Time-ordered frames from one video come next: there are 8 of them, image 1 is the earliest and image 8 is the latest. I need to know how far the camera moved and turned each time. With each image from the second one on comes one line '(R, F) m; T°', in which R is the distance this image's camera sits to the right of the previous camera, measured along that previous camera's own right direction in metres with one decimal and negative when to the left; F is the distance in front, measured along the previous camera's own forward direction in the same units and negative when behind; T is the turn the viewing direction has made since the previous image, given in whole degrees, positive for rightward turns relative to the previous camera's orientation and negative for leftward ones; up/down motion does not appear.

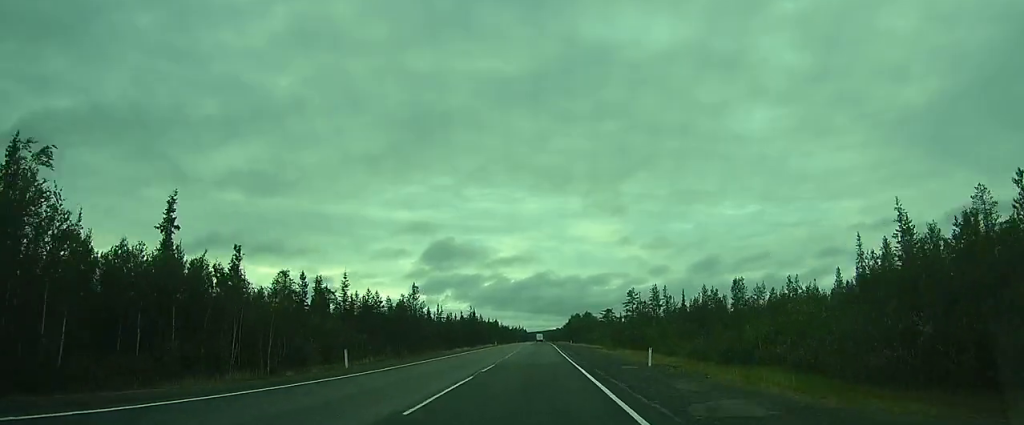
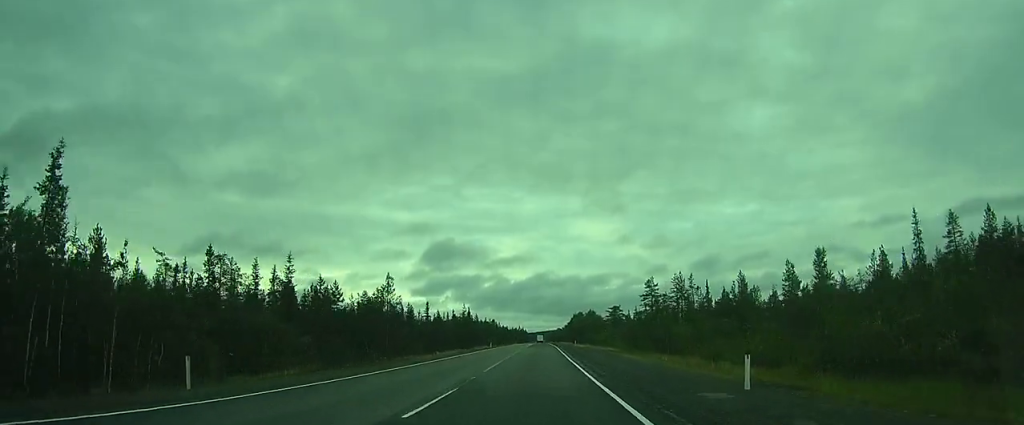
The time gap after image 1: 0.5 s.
(0.0, +11.0) m; 0°
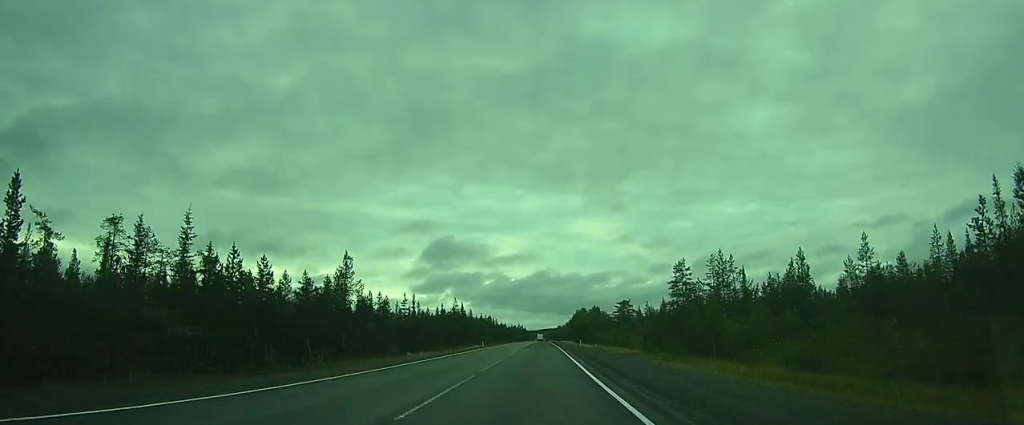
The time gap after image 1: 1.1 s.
(+0.1, +11.8) m; 0°
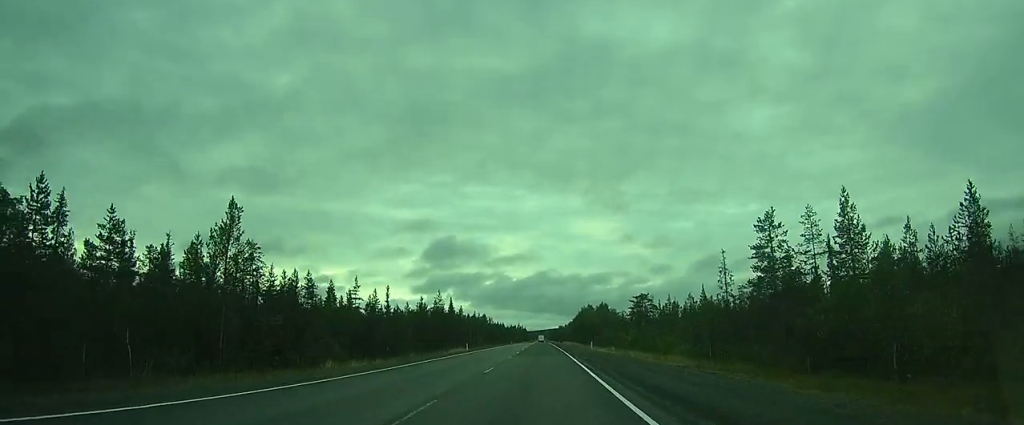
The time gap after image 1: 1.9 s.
(+0.1, +16.8) m; 0°
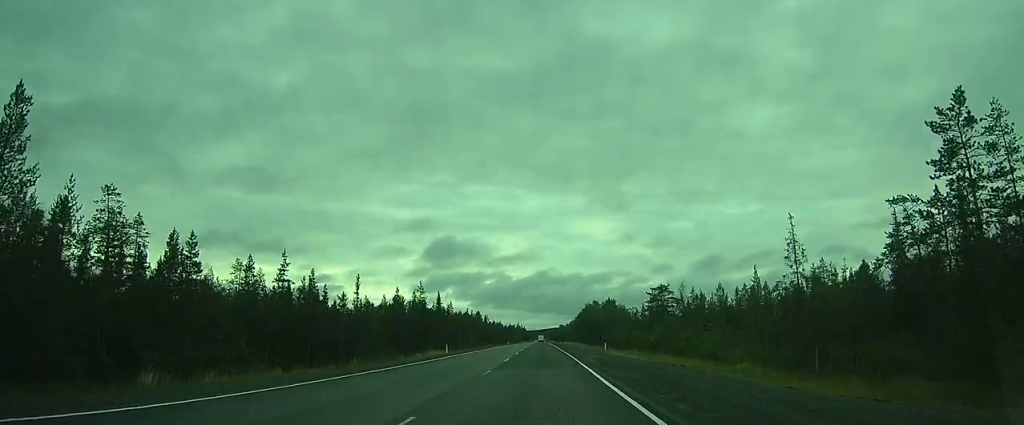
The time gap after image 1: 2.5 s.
(0.0, +13.3) m; 0°
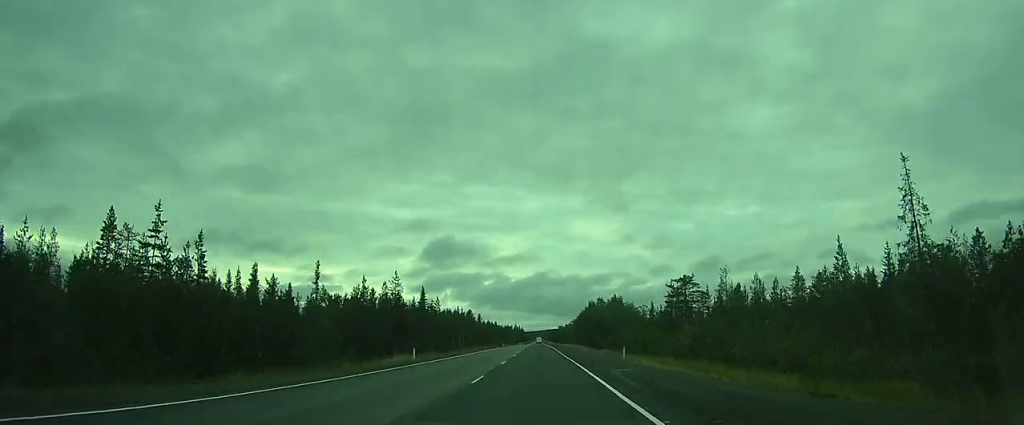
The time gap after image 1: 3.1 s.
(0.0, +12.1) m; 0°
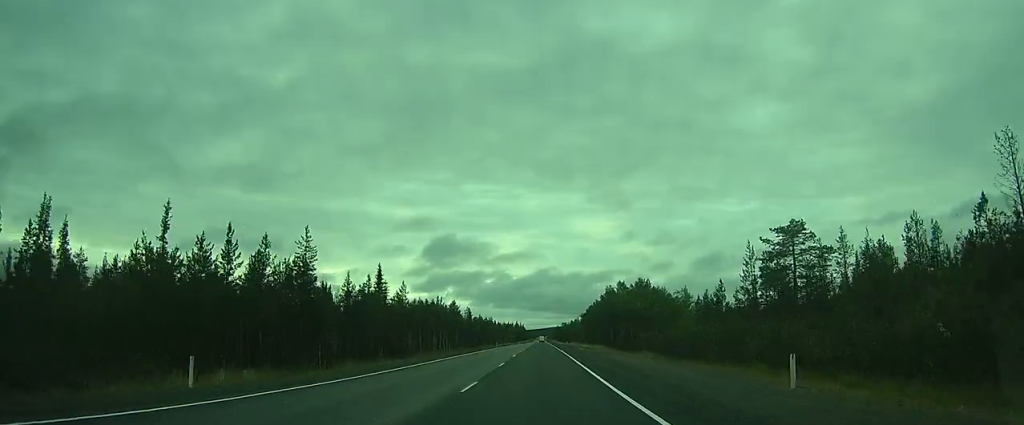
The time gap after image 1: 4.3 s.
(0.0, +25.0) m; 0°
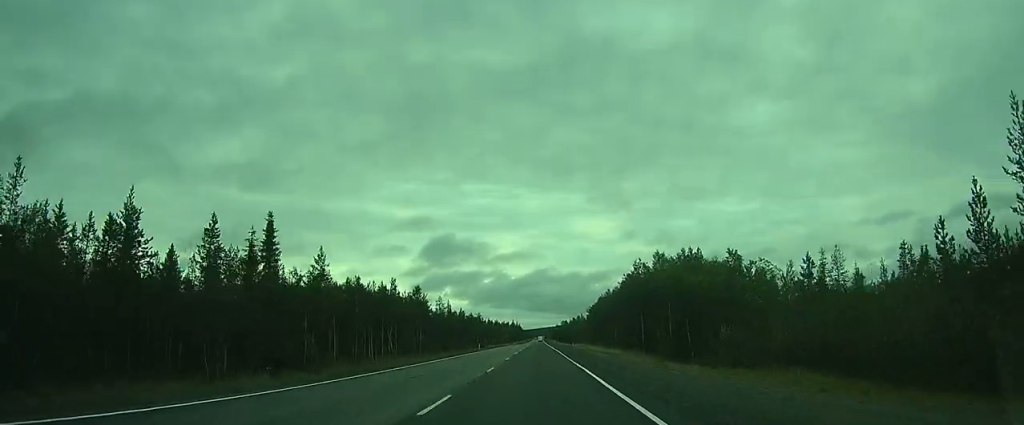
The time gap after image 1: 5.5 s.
(0.0, +26.6) m; 0°
